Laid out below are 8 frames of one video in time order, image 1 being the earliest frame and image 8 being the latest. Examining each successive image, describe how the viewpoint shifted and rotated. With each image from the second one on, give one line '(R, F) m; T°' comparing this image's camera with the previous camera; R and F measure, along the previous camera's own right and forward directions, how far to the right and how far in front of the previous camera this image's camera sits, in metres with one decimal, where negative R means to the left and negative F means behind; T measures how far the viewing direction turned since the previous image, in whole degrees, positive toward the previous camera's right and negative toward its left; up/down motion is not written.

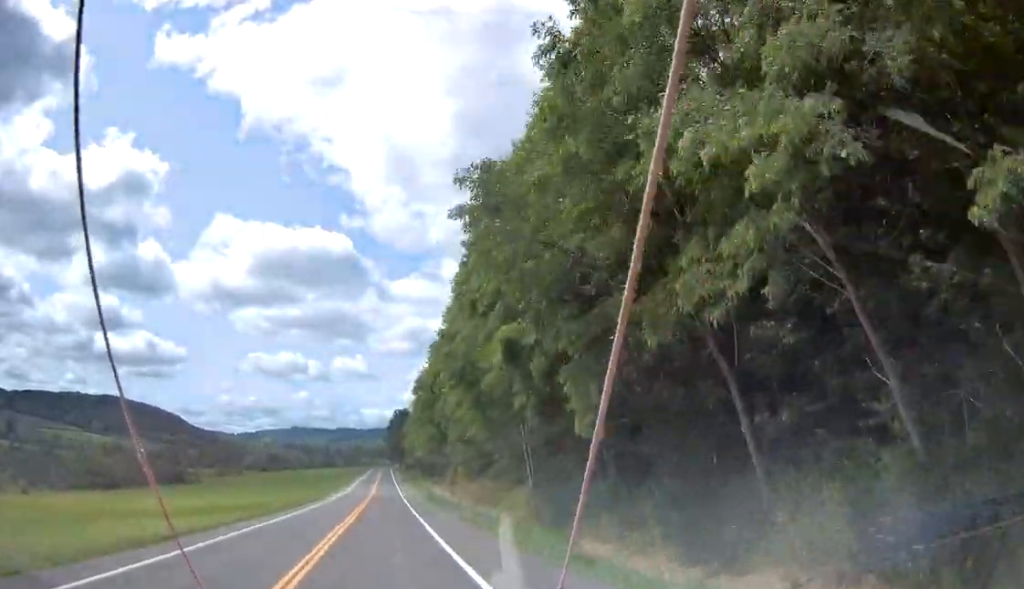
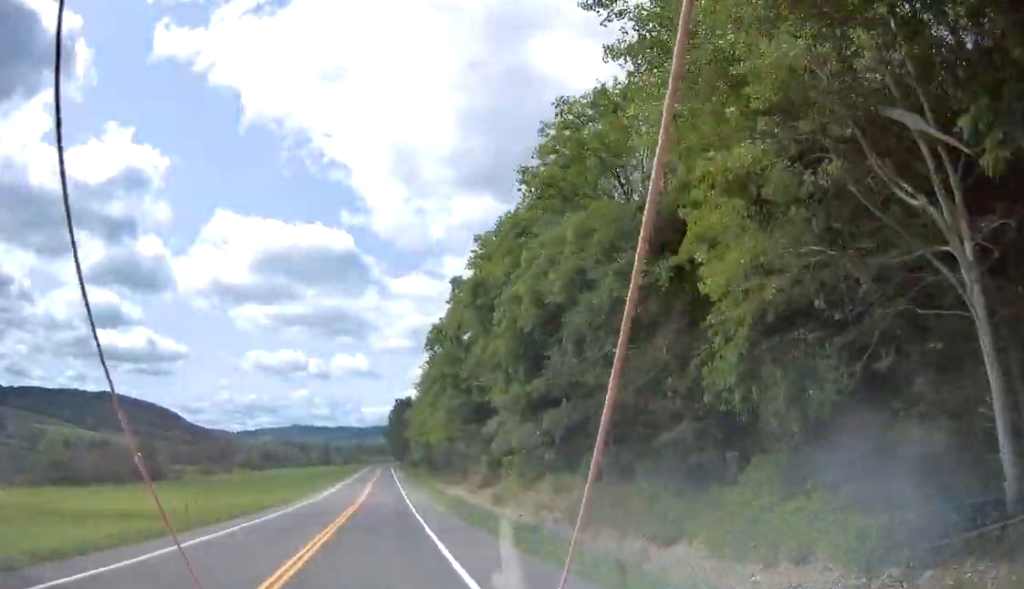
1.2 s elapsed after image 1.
(0.0, +29.9) m; 0°
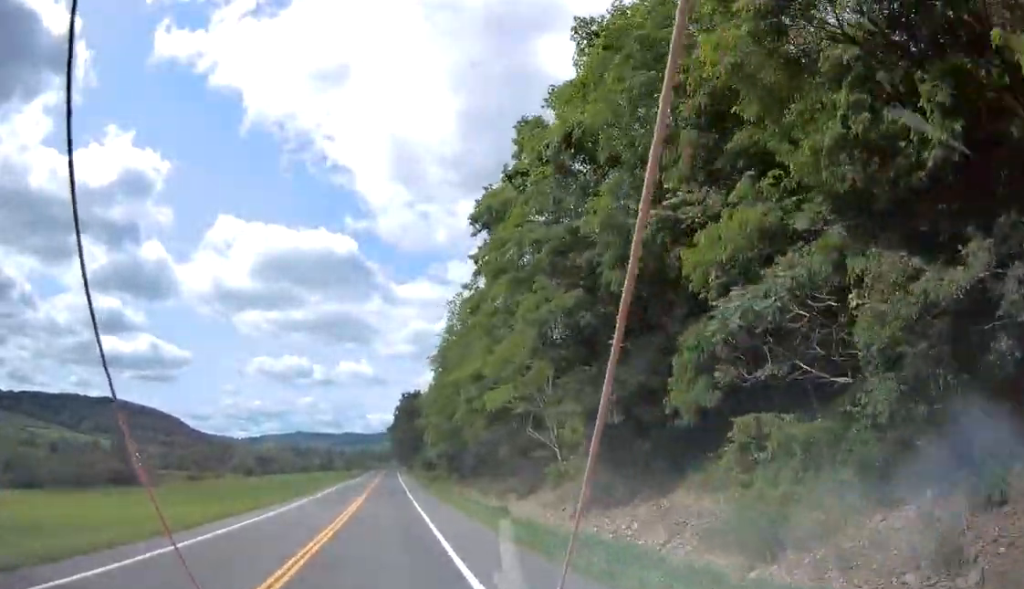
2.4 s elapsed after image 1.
(-0.1, +30.4) m; 0°
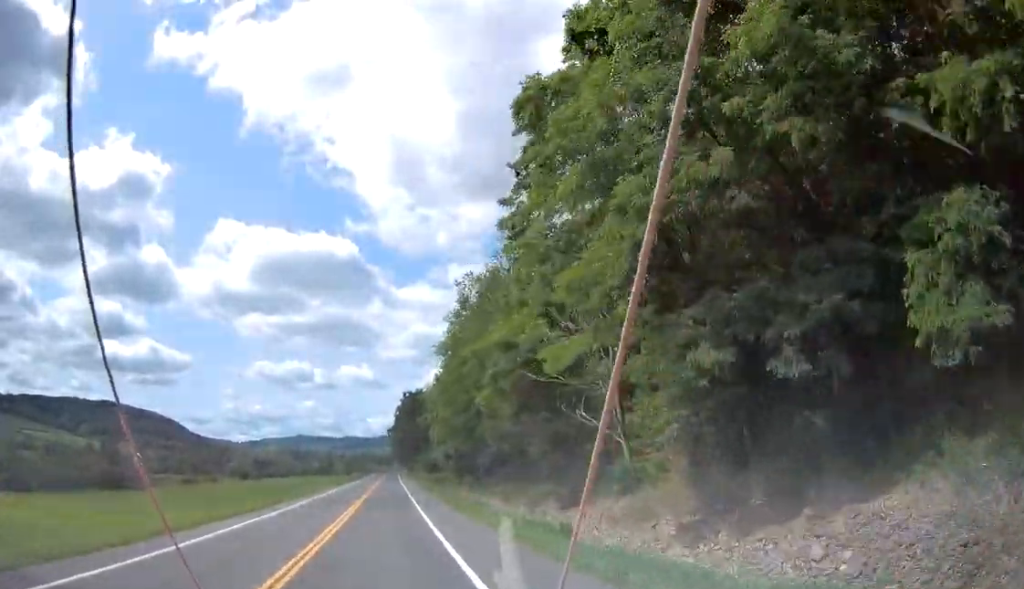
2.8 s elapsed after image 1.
(0.0, +10.1) m; 0°
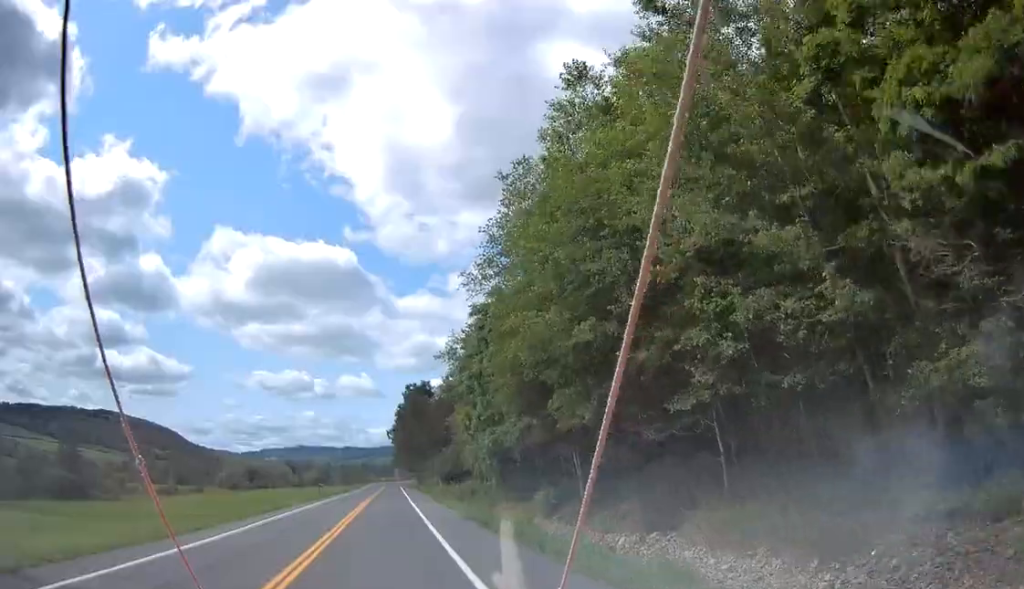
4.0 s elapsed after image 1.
(-0.1, +30.1) m; 0°
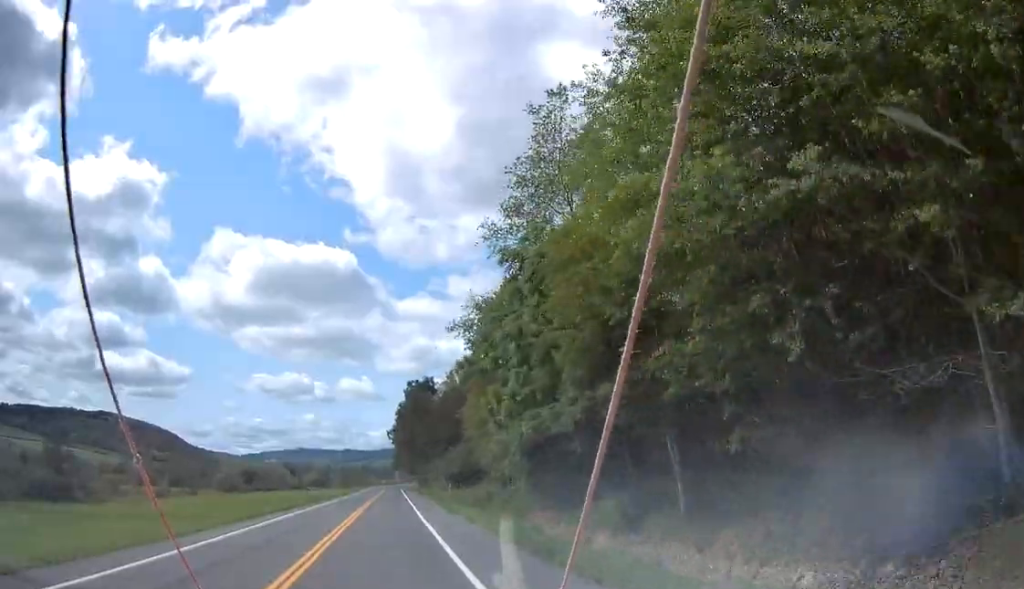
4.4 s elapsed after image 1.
(0.0, +9.9) m; 0°
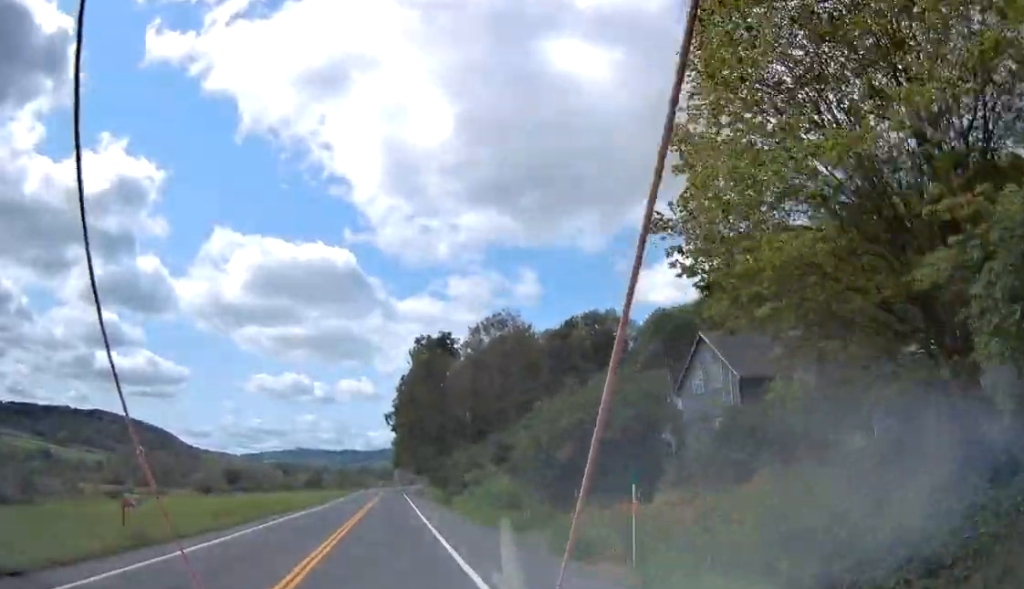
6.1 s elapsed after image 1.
(+0.1, +42.0) m; 0°
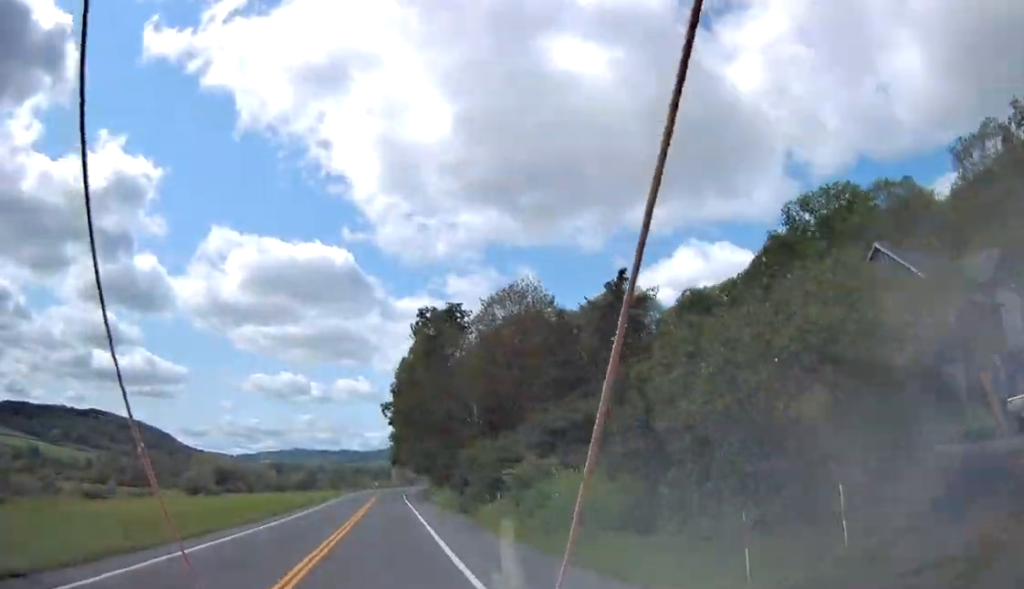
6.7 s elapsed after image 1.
(-0.3, +15.8) m; 0°
